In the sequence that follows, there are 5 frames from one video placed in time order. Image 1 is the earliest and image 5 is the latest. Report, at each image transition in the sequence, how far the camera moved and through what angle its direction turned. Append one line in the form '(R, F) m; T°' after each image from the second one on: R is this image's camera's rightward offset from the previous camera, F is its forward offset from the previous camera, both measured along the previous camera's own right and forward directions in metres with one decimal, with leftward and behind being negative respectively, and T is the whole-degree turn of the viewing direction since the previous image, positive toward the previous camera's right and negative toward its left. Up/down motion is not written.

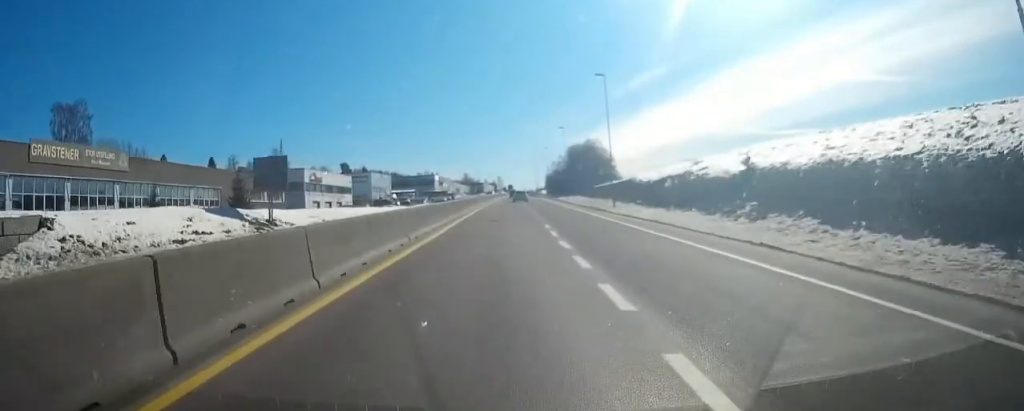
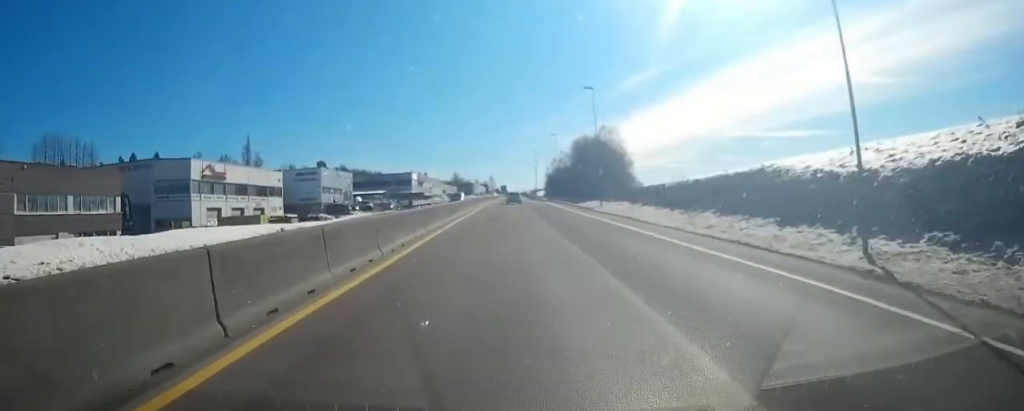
(+0.2, +35.1) m; +1°
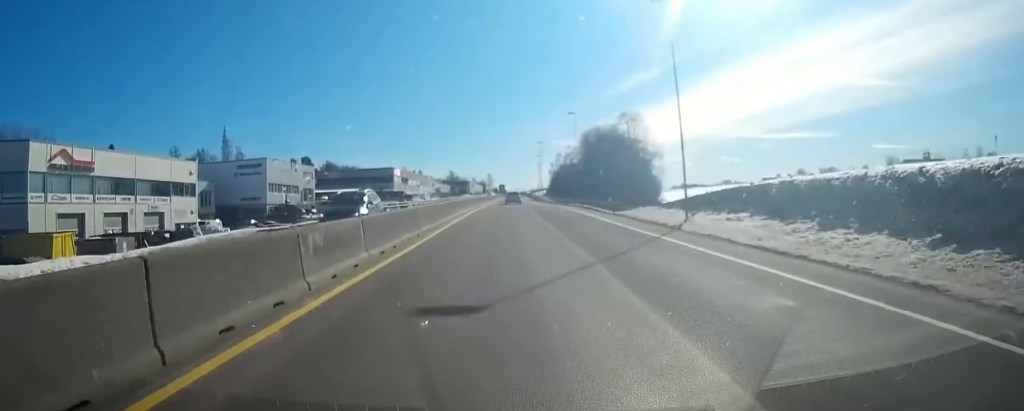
(0.0, +25.4) m; 0°
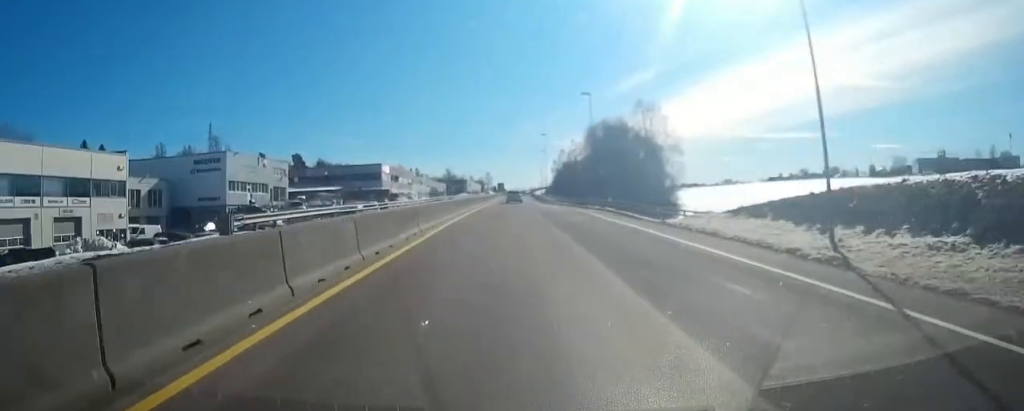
(0.0, +12.9) m; 0°
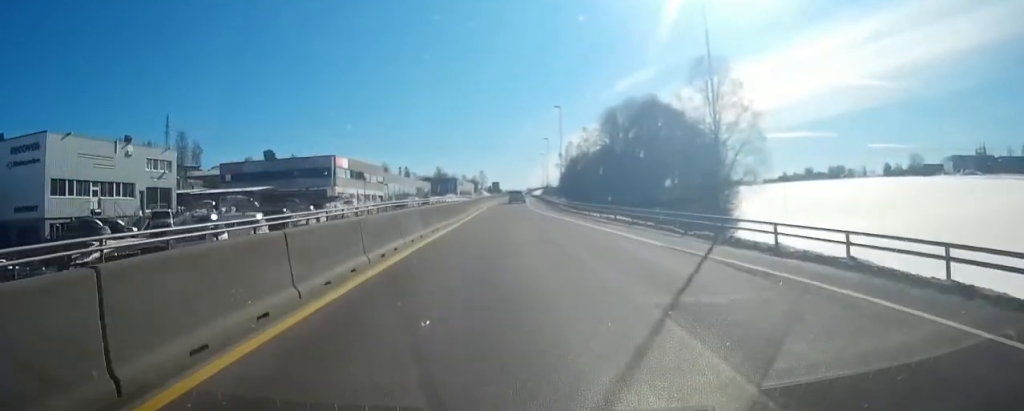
(+0.3, +32.2) m; +1°
